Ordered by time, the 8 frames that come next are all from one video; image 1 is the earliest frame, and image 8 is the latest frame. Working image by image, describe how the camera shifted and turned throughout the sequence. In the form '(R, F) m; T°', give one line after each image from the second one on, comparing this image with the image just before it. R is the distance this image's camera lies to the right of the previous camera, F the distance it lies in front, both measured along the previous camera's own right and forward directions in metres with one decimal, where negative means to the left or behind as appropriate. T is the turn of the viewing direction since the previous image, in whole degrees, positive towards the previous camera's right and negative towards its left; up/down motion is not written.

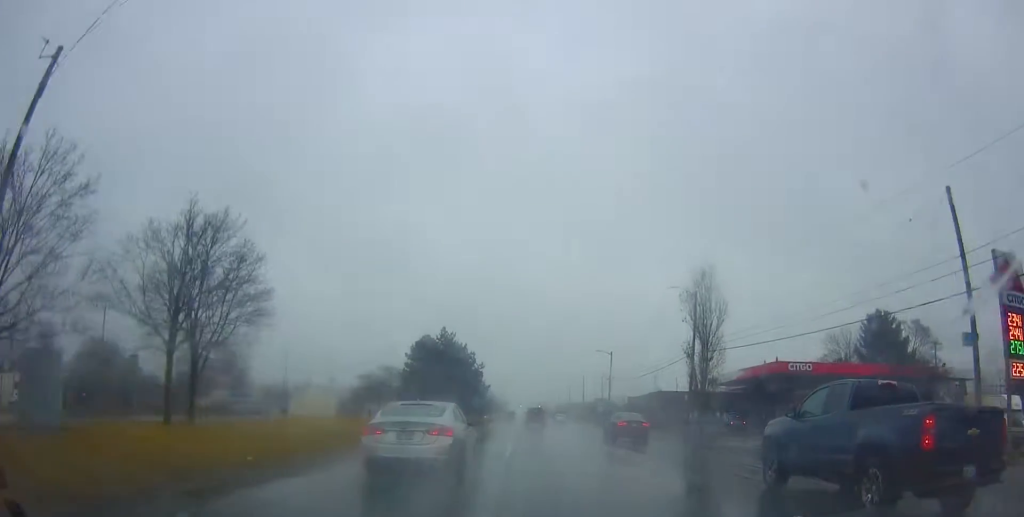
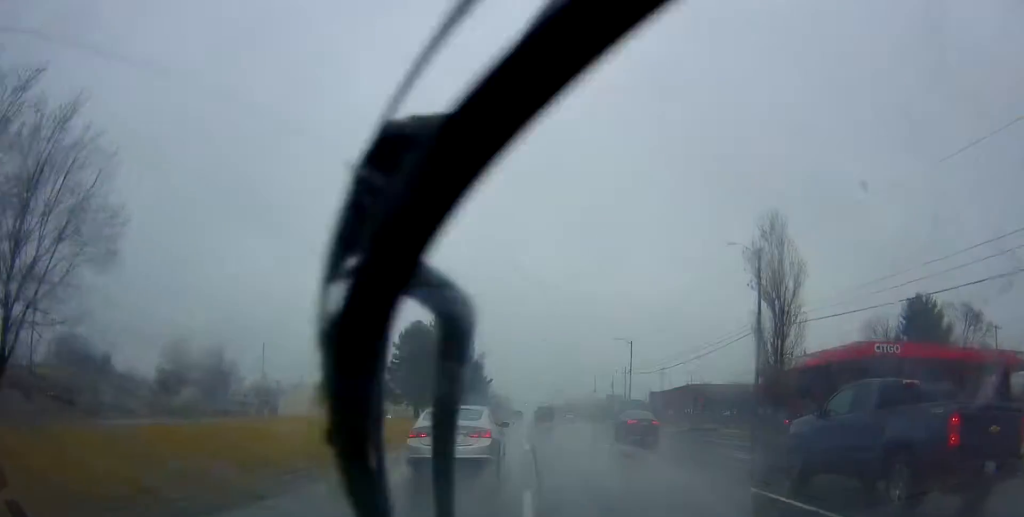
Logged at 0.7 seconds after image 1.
(-0.3, +12.5) m; -1°
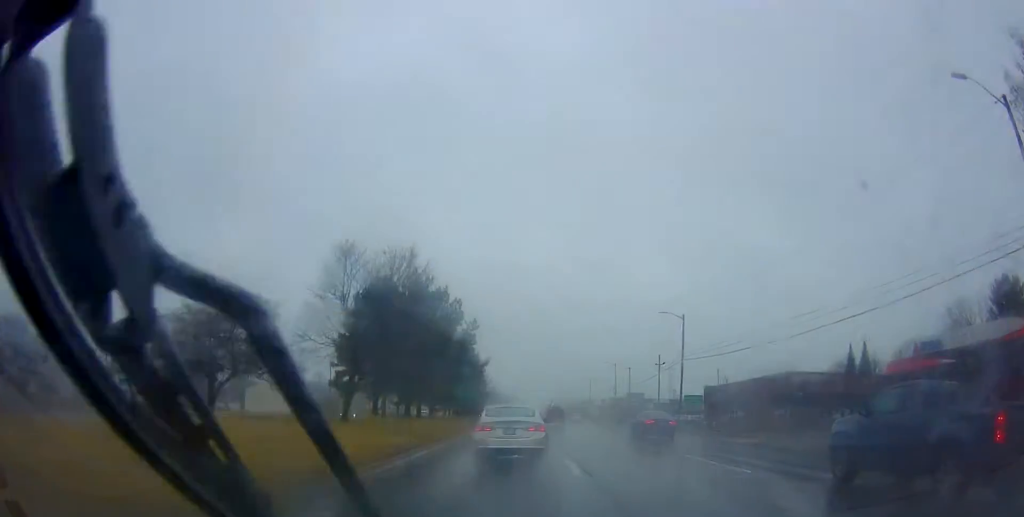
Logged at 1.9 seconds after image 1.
(-0.3, +23.9) m; +1°
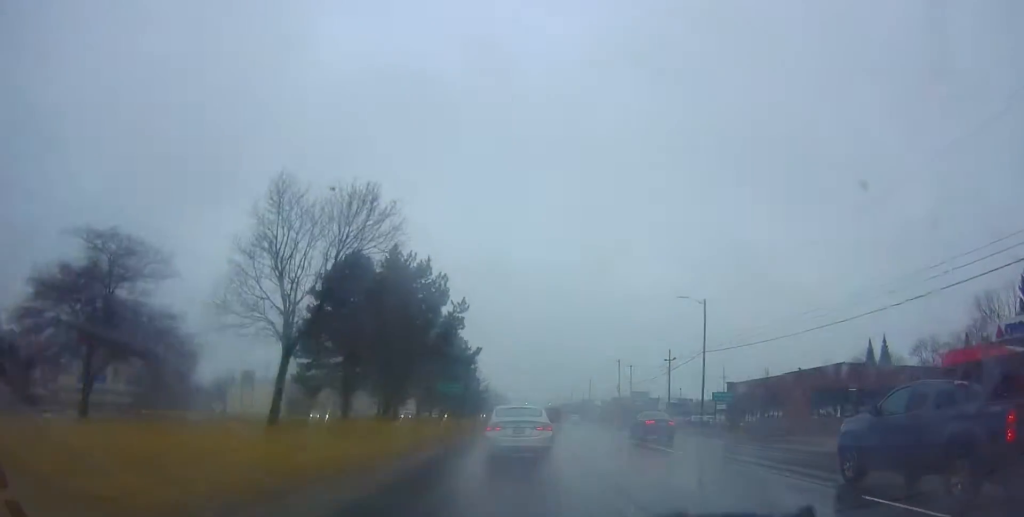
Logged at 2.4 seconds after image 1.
(+0.1, +8.2) m; 0°
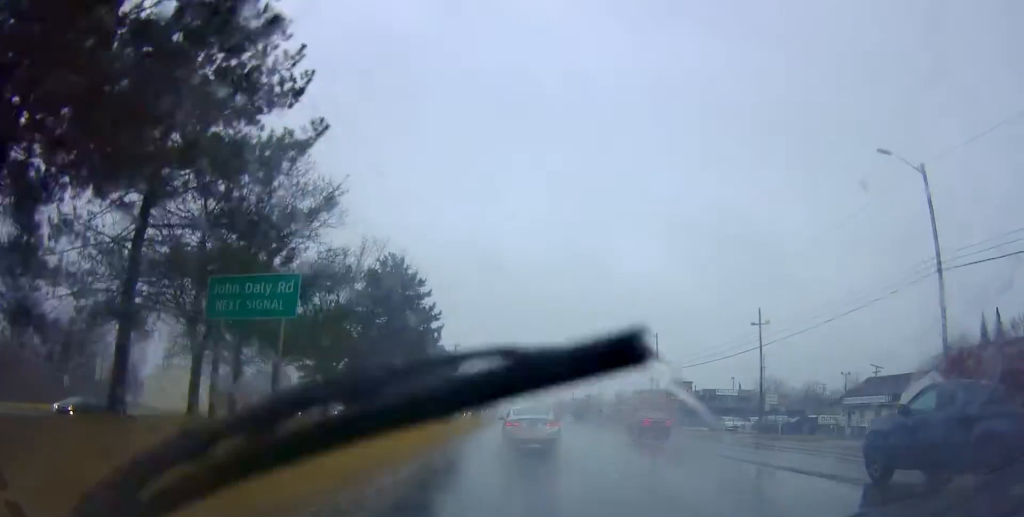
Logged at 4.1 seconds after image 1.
(-0.1, +33.1) m; 0°
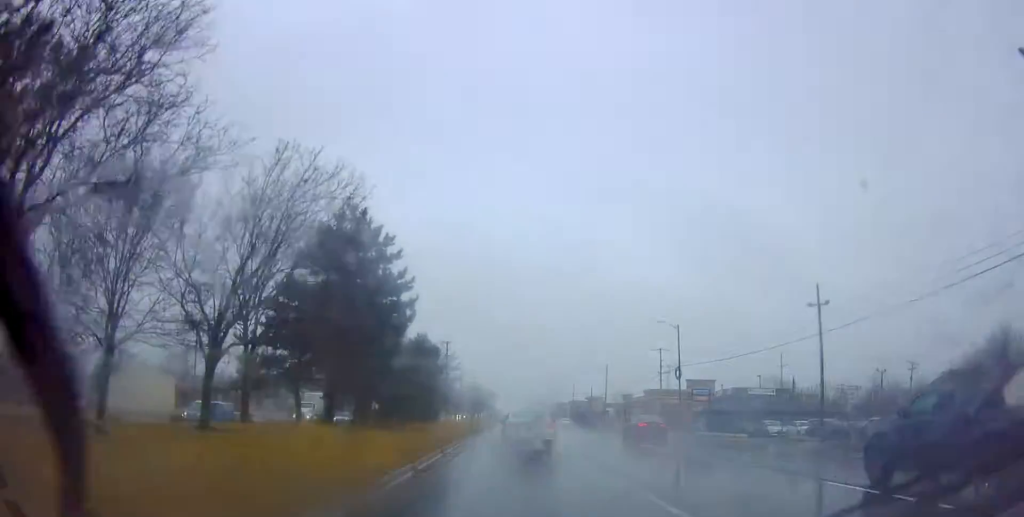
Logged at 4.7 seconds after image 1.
(+0.2, +11.0) m; +1°
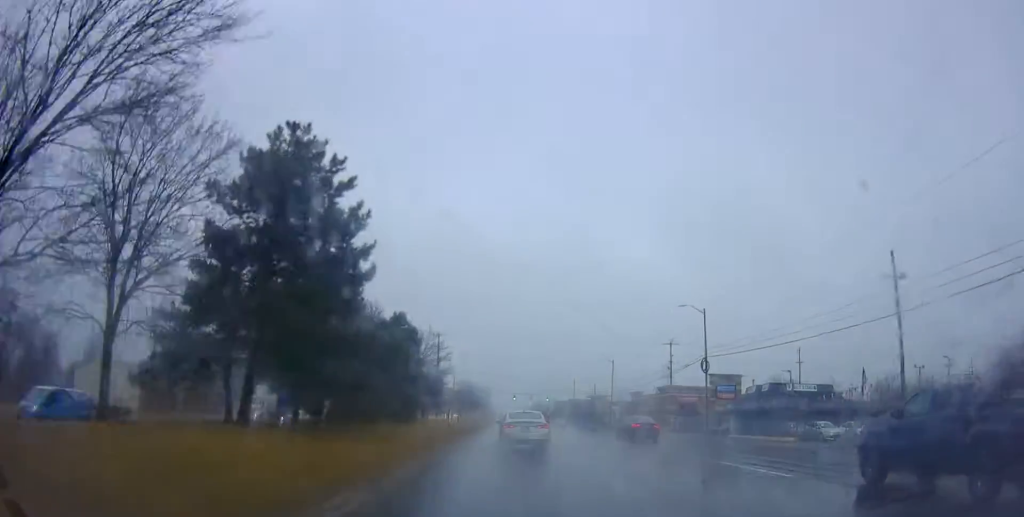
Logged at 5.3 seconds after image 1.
(+0.1, +9.8) m; +1°
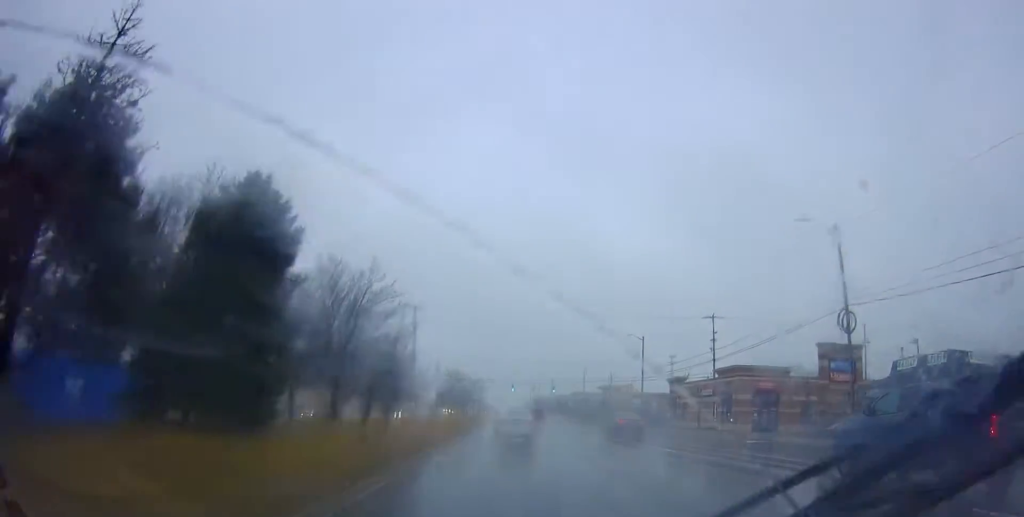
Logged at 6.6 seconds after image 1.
(+0.1, +25.2) m; +1°
